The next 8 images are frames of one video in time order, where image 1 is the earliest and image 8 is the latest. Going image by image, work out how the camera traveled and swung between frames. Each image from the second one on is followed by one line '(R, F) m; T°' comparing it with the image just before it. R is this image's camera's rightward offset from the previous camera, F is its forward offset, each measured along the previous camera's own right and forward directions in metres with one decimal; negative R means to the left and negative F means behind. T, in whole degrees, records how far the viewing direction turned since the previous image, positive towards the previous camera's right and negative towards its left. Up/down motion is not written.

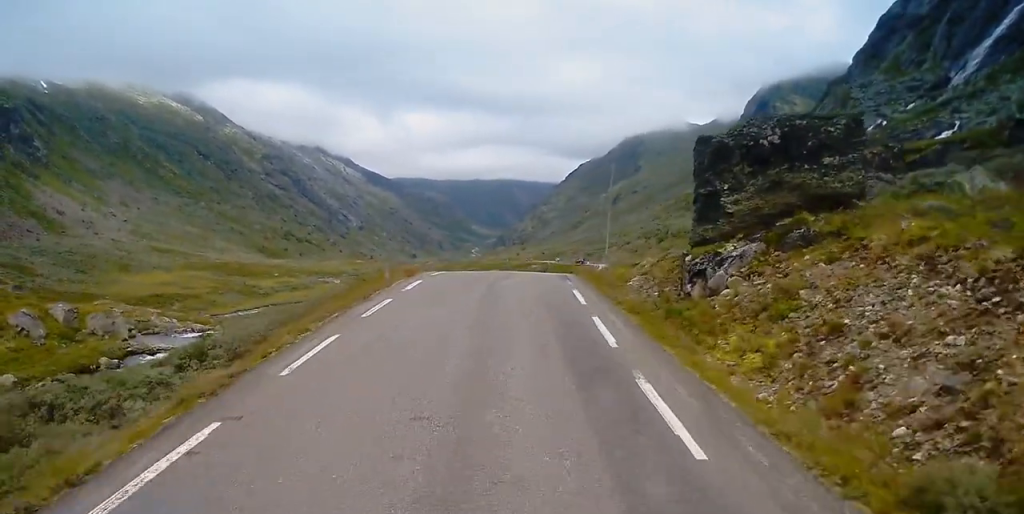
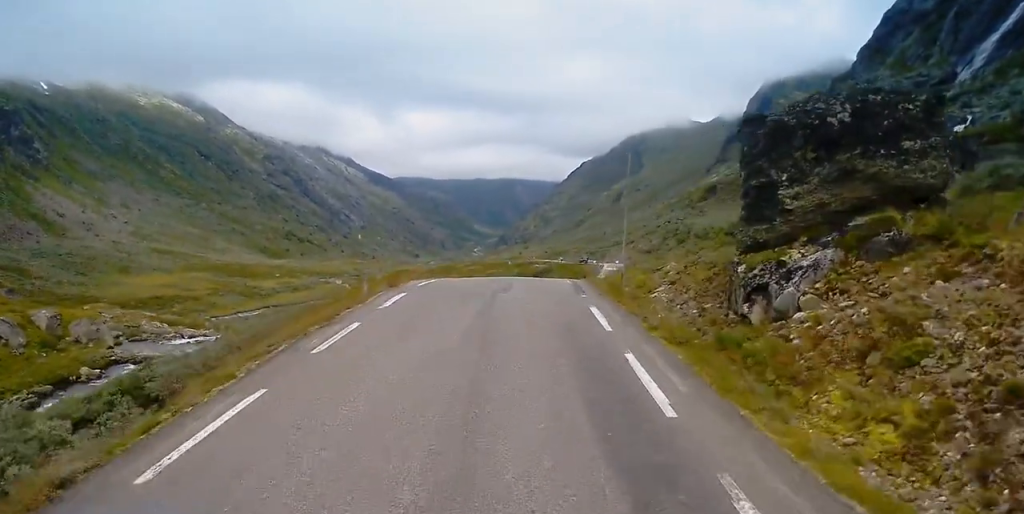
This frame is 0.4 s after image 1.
(0.0, +4.4) m; 0°
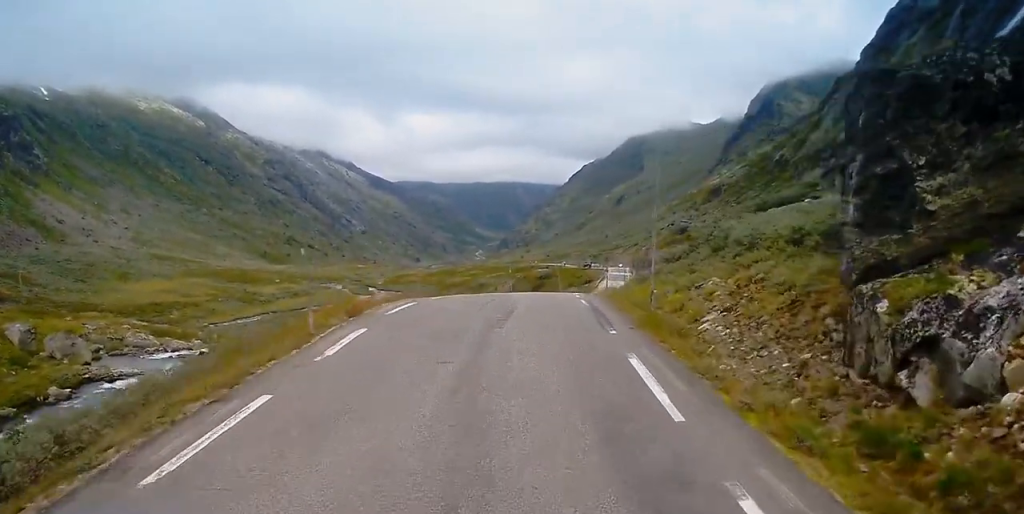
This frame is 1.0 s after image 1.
(+0.1, +5.9) m; +2°
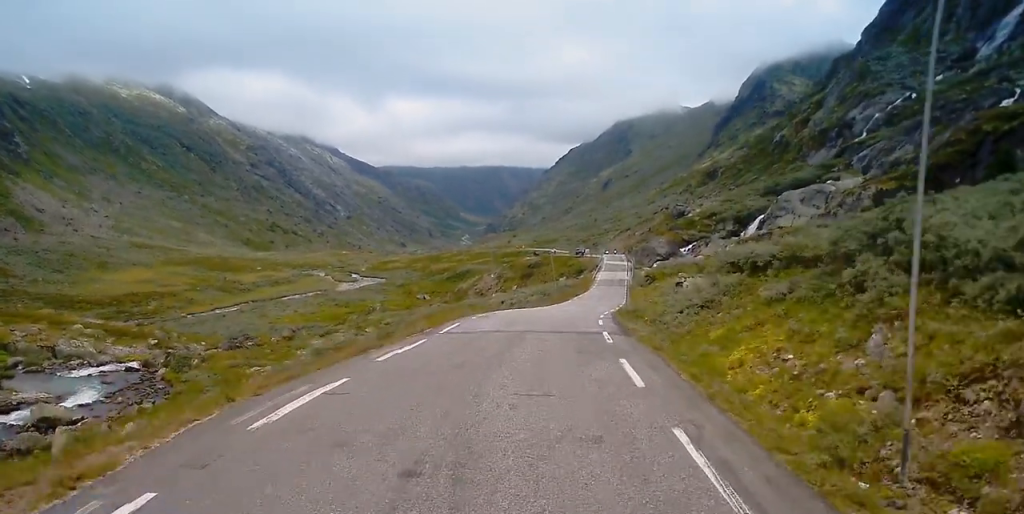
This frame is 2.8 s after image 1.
(+0.3, +15.9) m; +1°
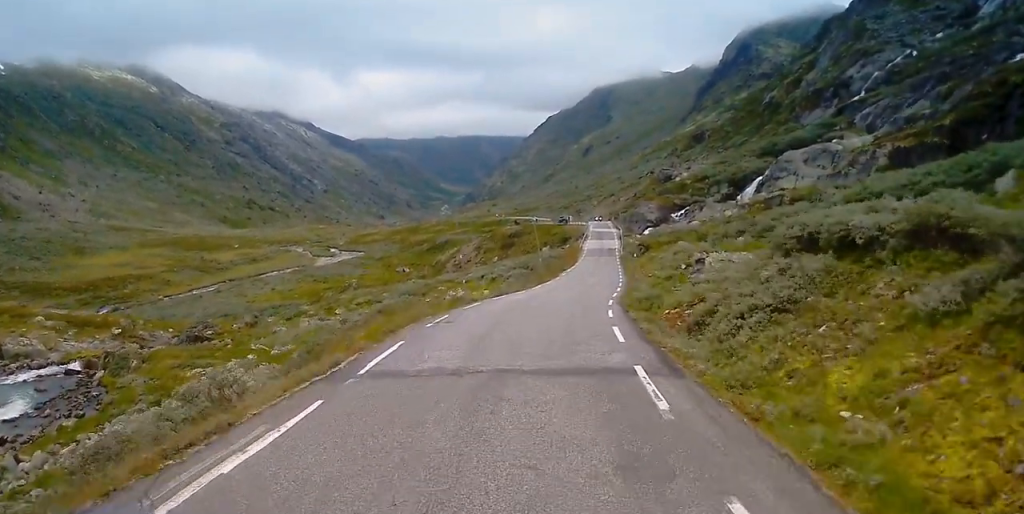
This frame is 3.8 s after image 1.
(0.0, +9.1) m; +1°
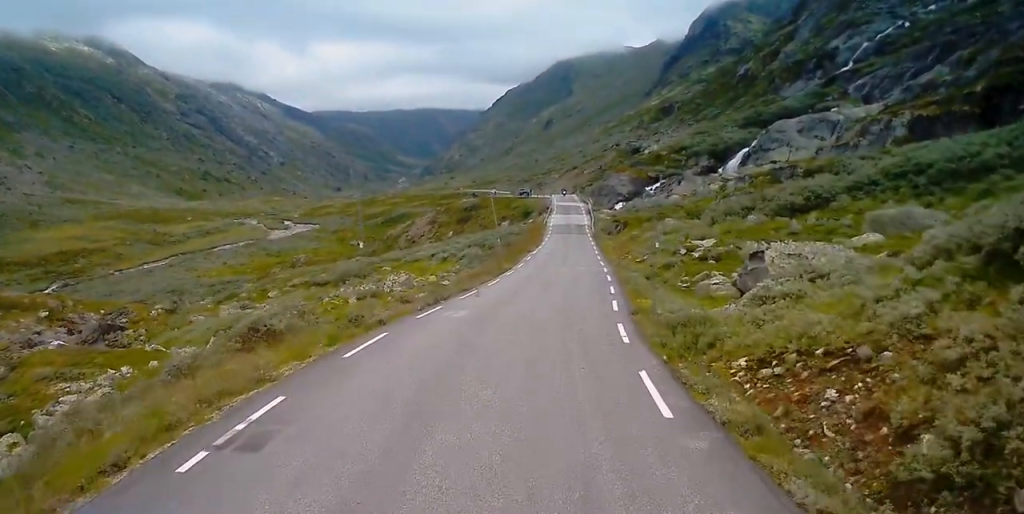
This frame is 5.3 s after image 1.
(+0.2, +13.4) m; +3°
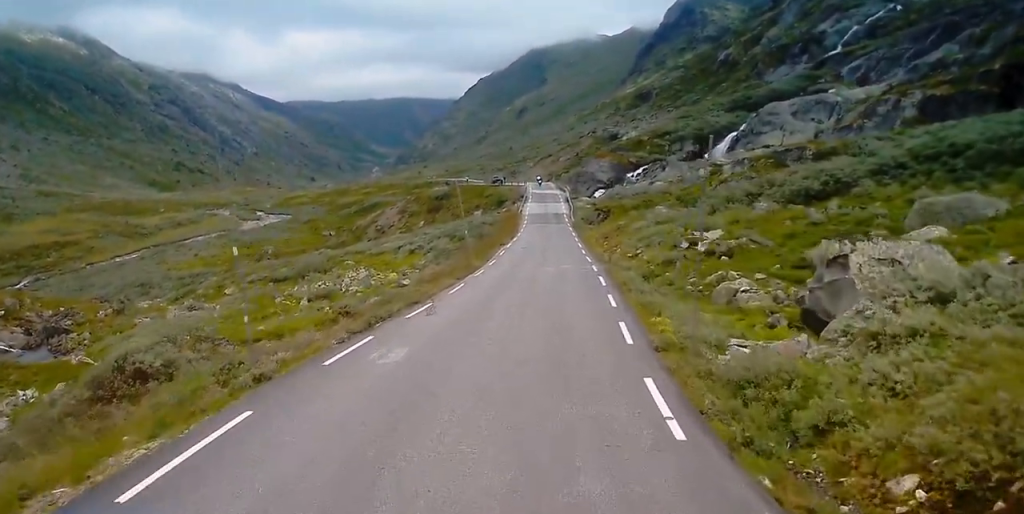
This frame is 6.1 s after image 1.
(+0.3, +7.3) m; +1°
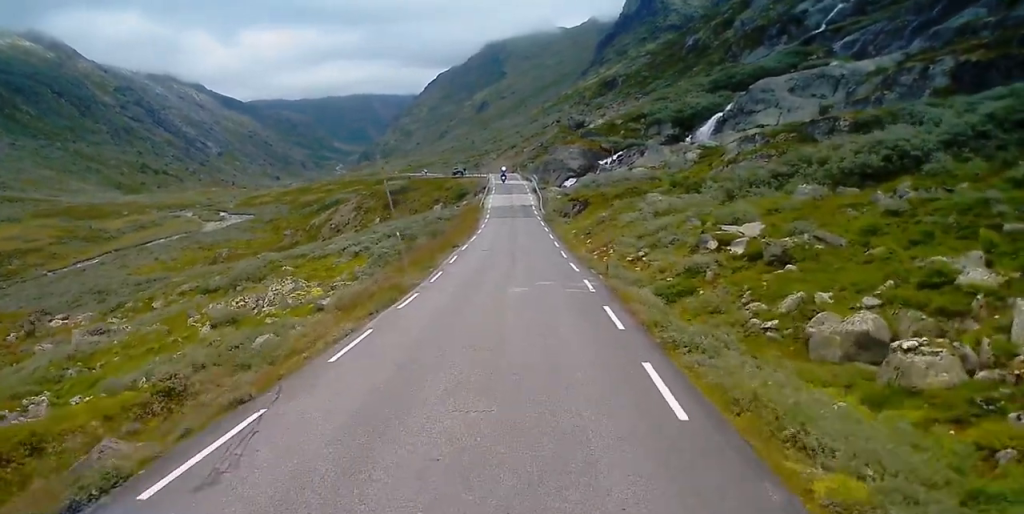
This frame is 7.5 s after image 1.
(0.0, +11.9) m; +1°
